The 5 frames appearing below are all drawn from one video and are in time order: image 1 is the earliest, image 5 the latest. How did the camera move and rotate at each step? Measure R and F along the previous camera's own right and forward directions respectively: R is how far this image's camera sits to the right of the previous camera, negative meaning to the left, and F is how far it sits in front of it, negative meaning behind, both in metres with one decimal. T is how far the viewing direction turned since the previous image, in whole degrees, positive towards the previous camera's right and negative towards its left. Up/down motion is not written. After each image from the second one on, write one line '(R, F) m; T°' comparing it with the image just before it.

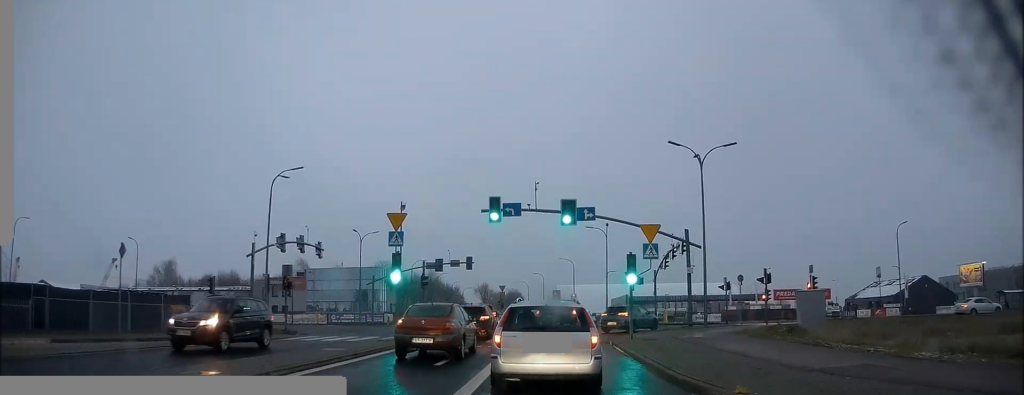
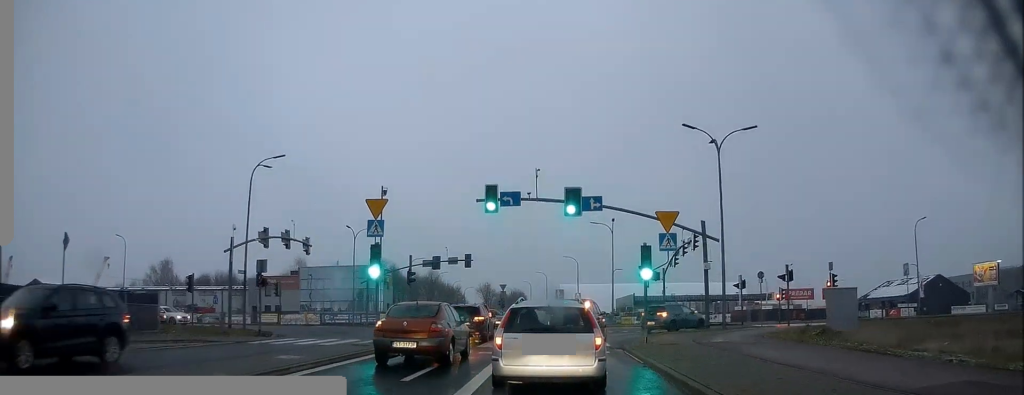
(+0.1, +3.0) m; 0°
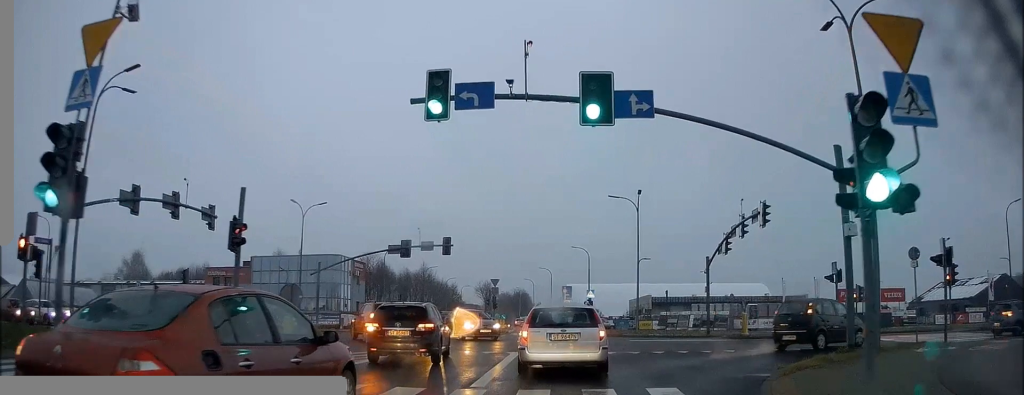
(-0.2, +14.6) m; -1°
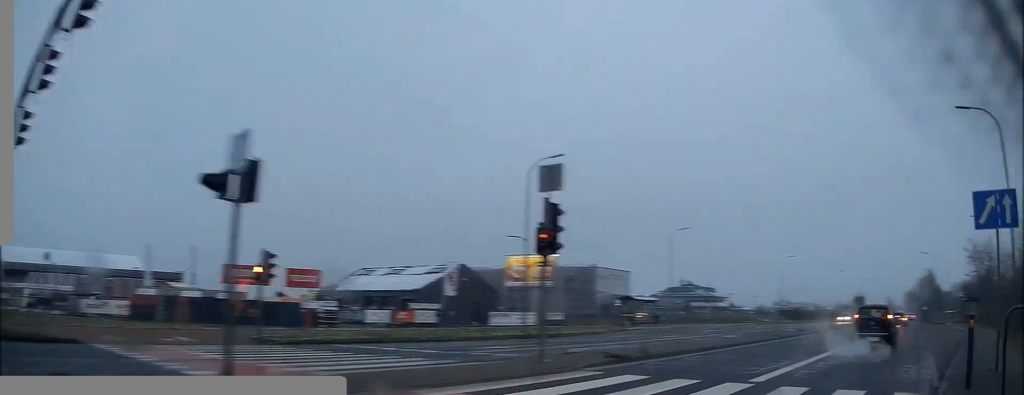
(+7.2, +19.8) m; +61°
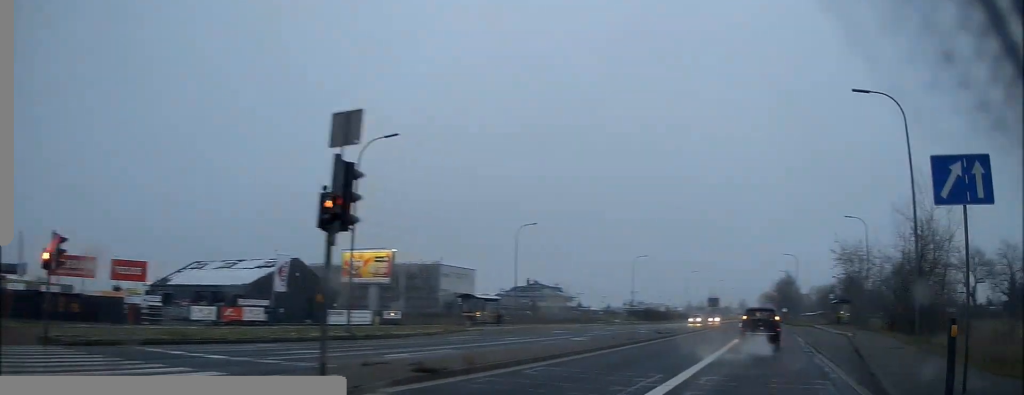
(+0.9, +3.6) m; +11°
